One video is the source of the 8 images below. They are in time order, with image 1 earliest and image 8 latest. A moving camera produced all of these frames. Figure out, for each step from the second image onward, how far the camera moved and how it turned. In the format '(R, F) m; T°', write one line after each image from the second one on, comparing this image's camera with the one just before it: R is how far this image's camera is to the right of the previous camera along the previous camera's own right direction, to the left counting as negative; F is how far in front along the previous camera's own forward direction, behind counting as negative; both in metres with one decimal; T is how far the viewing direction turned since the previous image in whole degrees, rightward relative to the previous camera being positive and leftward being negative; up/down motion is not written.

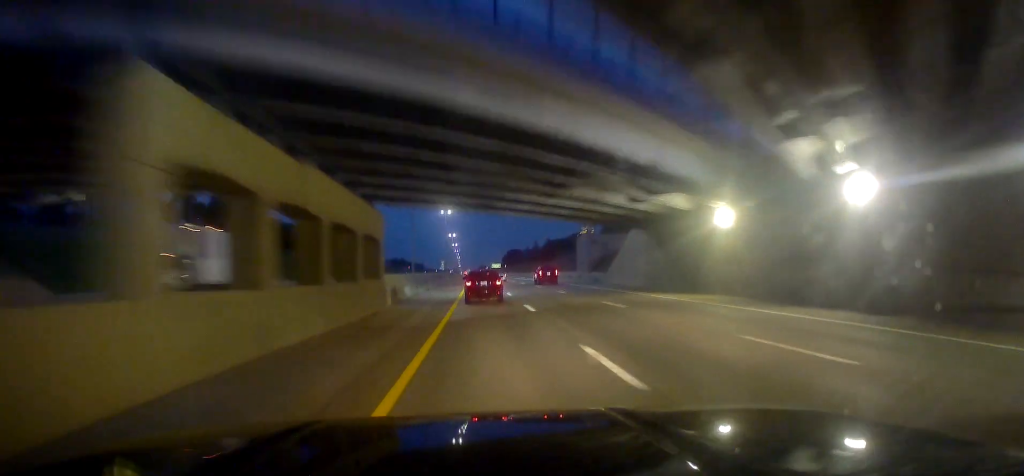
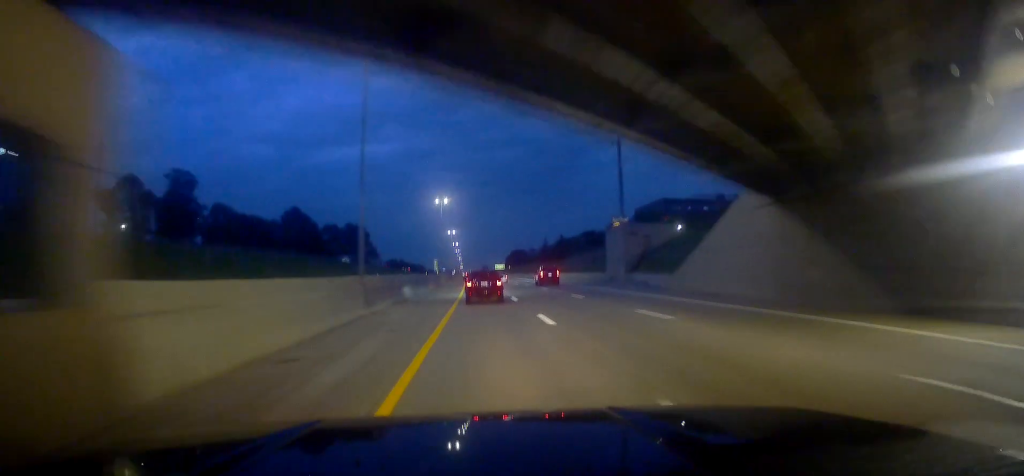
(+0.4, +20.9) m; +1°
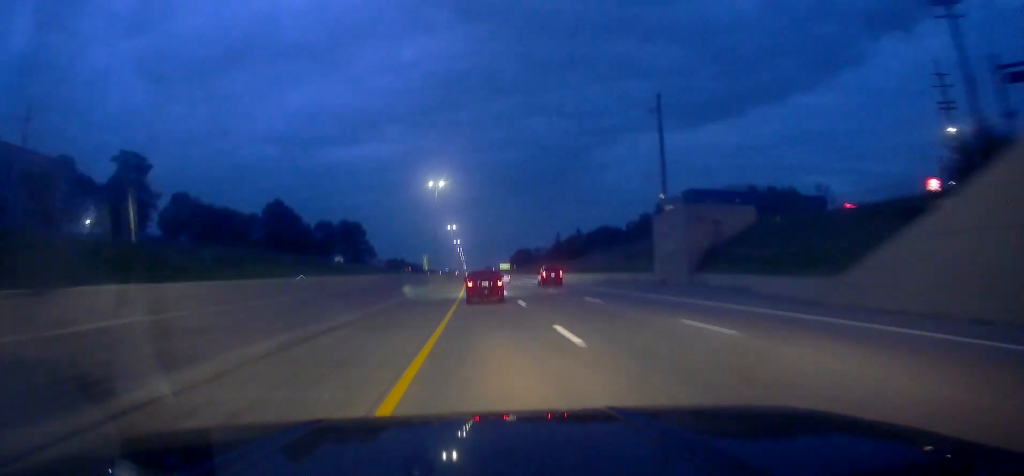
(-0.1, +19.9) m; -1°
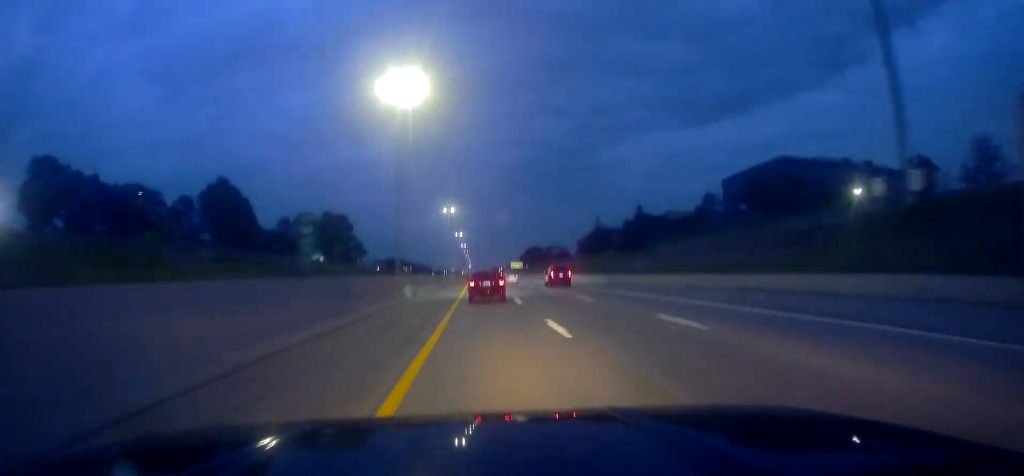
(-0.5, +44.6) m; -1°
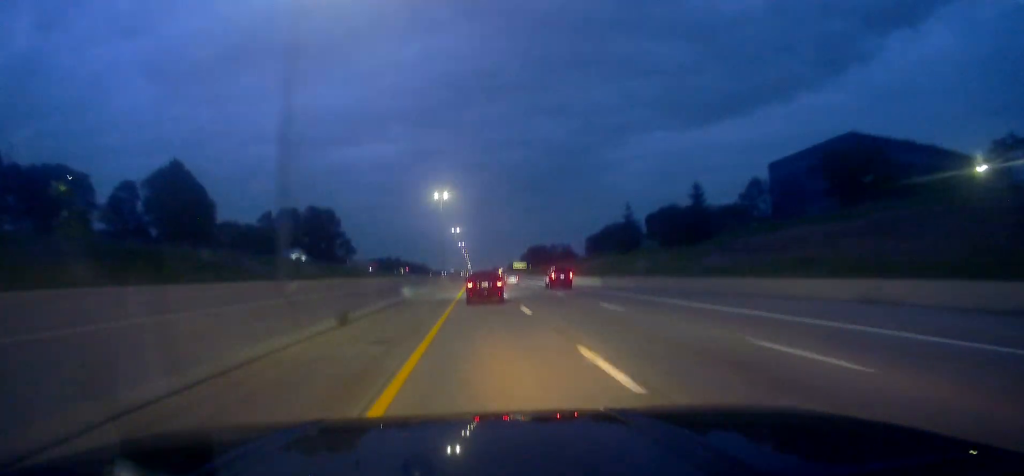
(0.0, +22.3) m; 0°
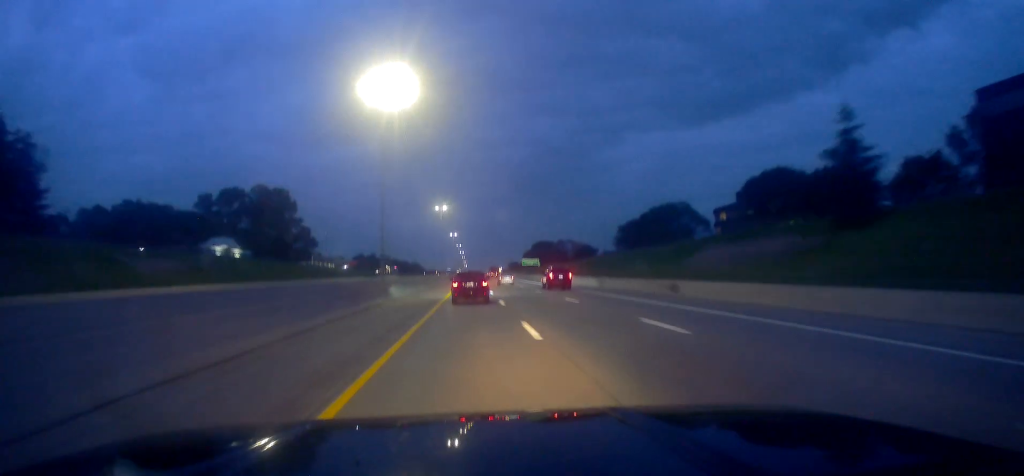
(-0.5, +53.8) m; -1°
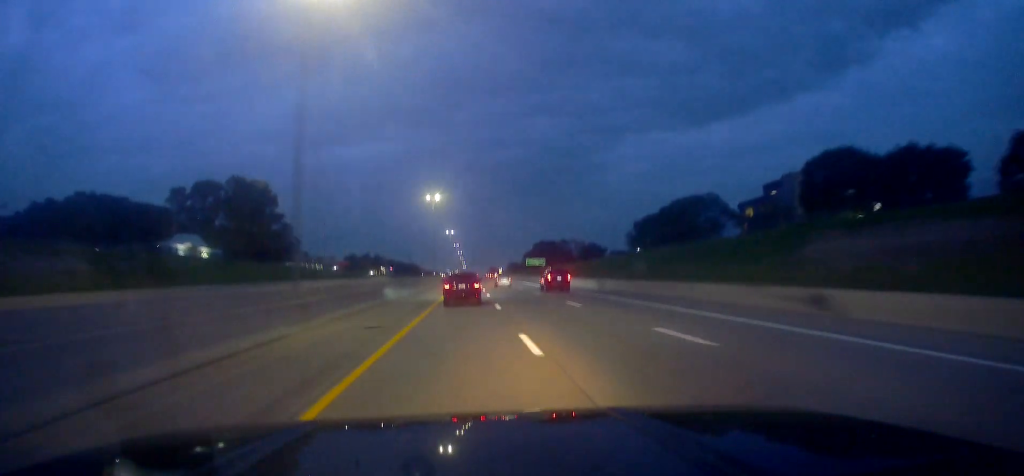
(+0.1, +17.6) m; 0°
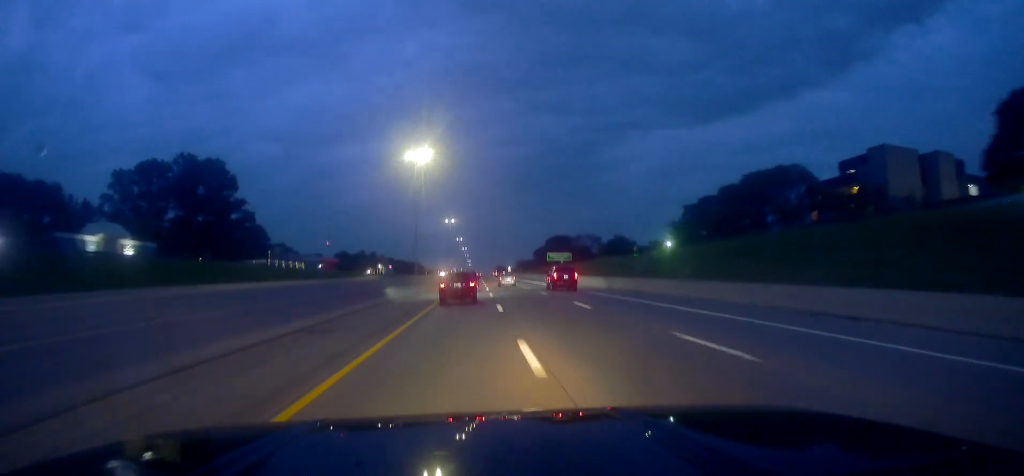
(0.0, +32.8) m; 0°
